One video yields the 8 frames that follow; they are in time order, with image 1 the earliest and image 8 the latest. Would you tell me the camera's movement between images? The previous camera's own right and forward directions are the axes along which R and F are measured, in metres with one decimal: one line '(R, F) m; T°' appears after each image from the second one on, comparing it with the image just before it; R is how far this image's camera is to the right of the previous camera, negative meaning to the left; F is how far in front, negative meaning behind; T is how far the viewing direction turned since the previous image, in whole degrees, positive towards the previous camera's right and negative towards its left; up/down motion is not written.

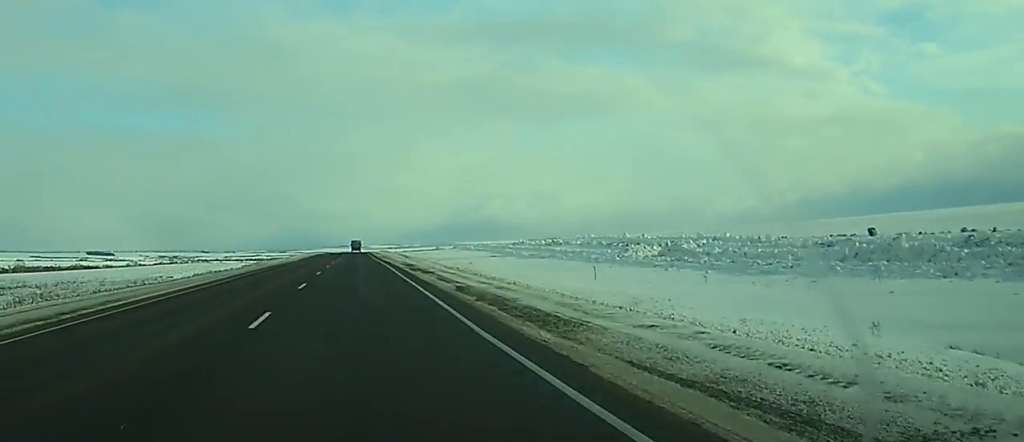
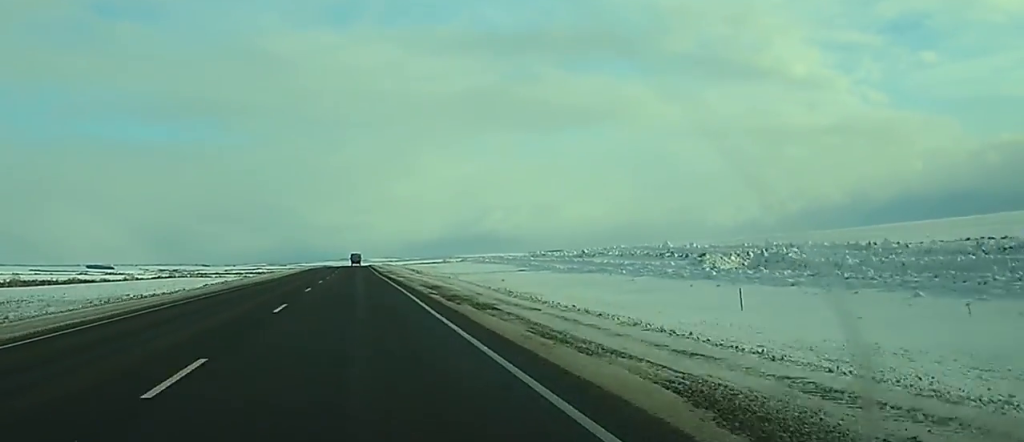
(+0.1, +17.9) m; 0°
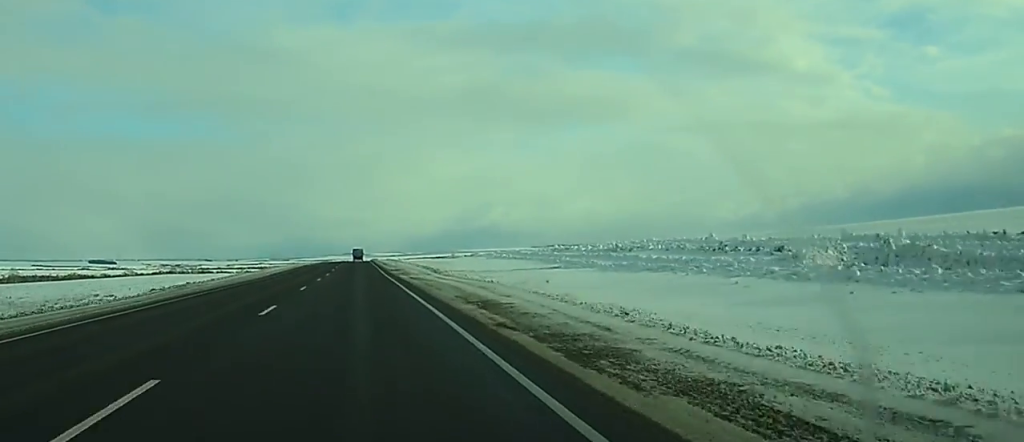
(0.0, +14.1) m; 0°
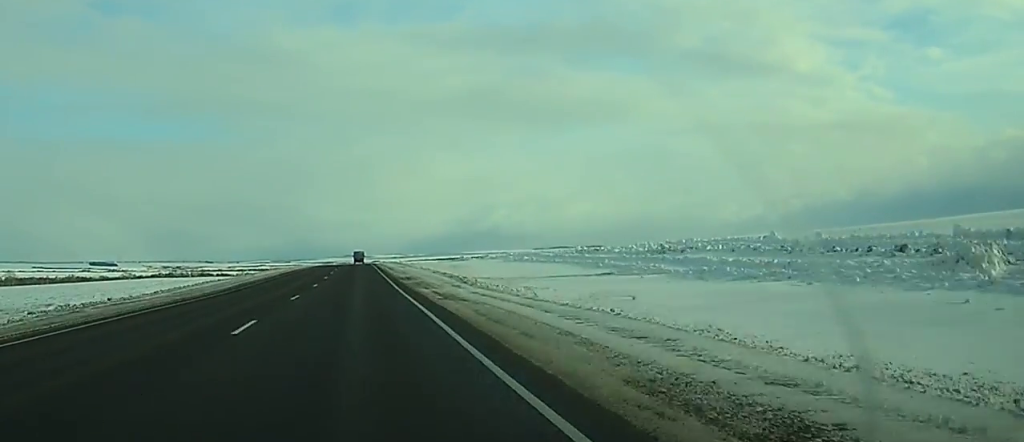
(0.0, +15.1) m; 0°
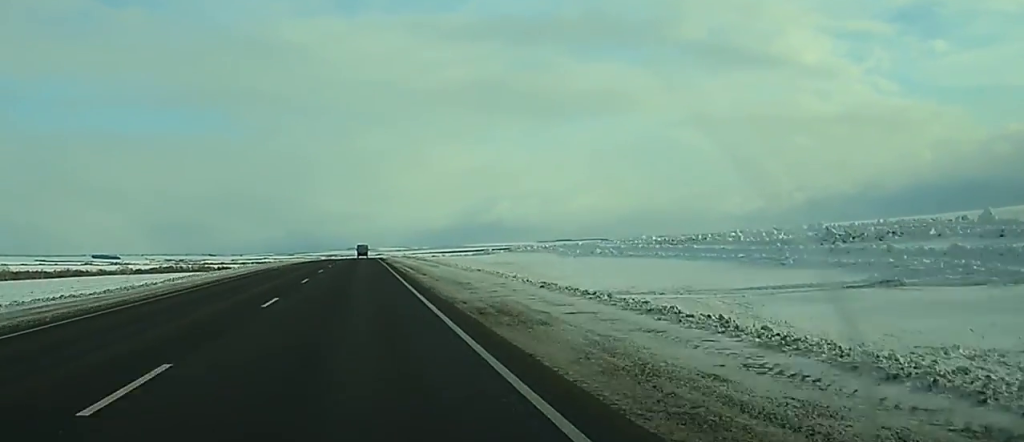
(0.0, +31.2) m; 0°
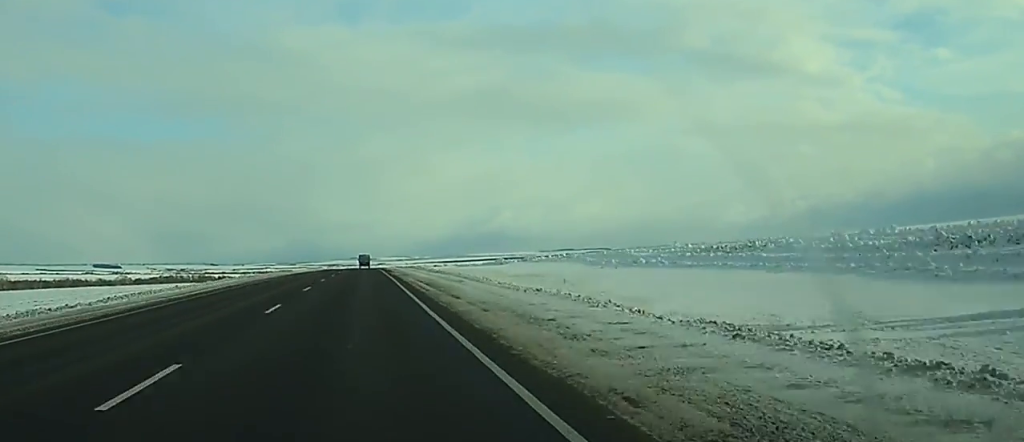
(0.0, +11.4) m; 0°
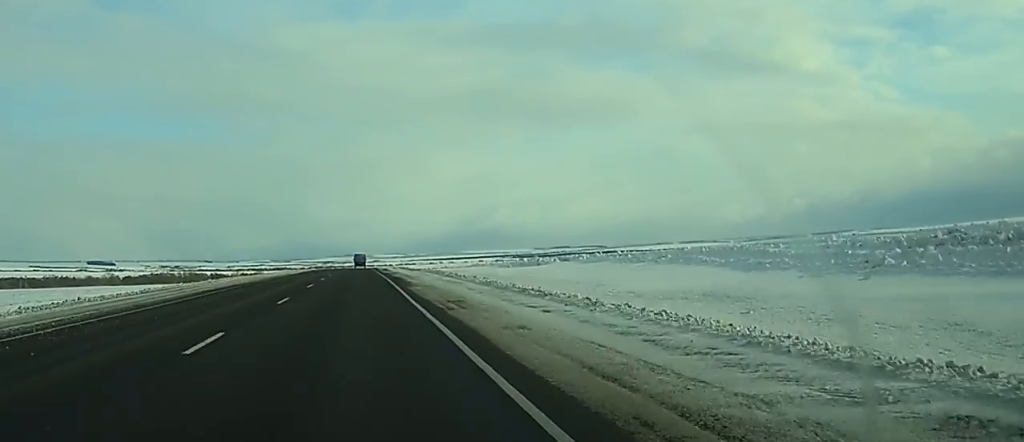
(-0.1, +31.4) m; 0°
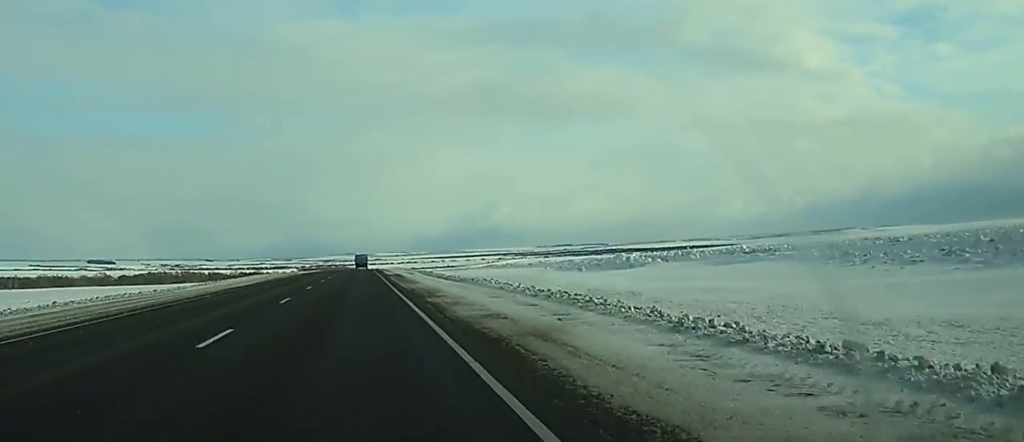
(-0.1, +34.2) m; 0°
